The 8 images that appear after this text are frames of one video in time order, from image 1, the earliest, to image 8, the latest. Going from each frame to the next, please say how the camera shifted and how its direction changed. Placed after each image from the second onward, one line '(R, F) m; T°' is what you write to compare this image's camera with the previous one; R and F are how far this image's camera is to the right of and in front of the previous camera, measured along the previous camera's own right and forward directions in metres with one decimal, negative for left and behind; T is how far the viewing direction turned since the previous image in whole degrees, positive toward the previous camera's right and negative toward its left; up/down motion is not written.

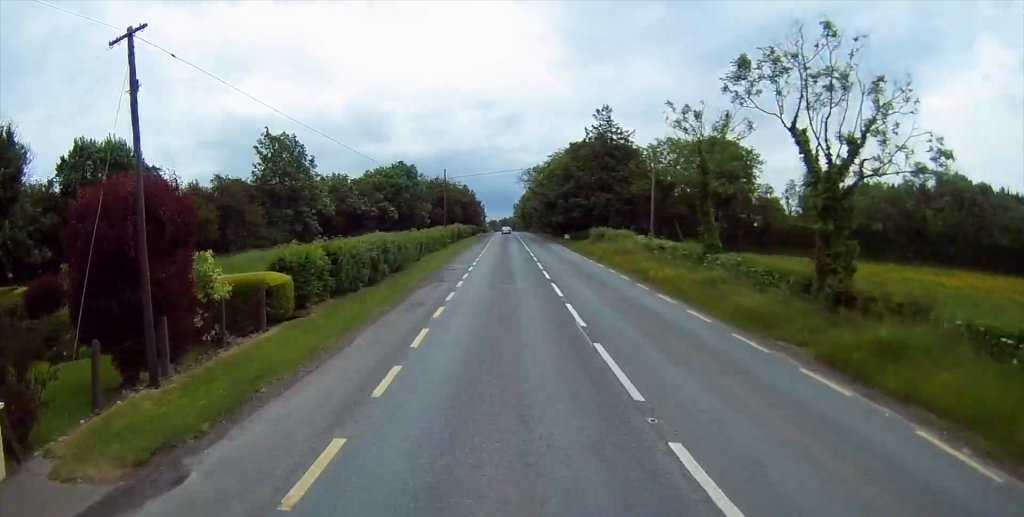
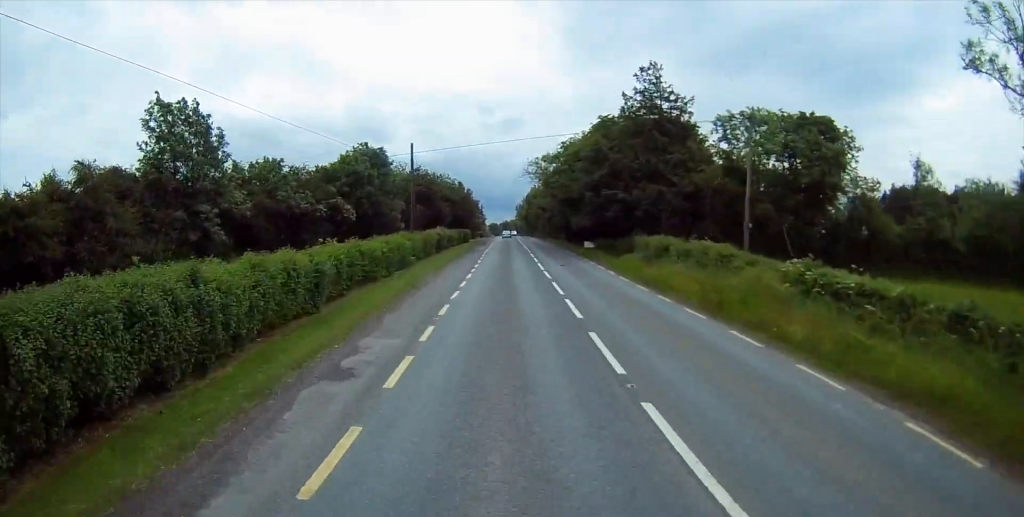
(-0.1, +23.3) m; 0°
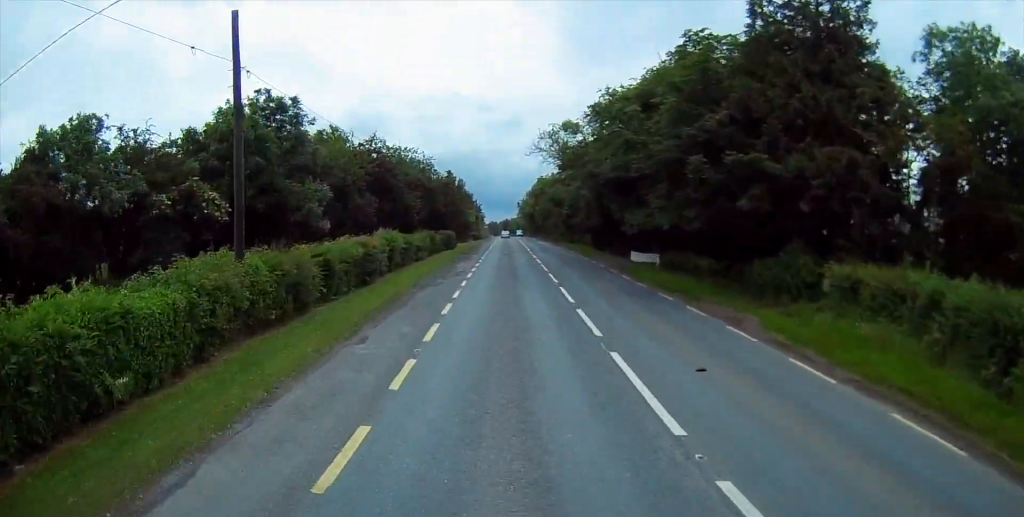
(+0.1, +27.6) m; 0°
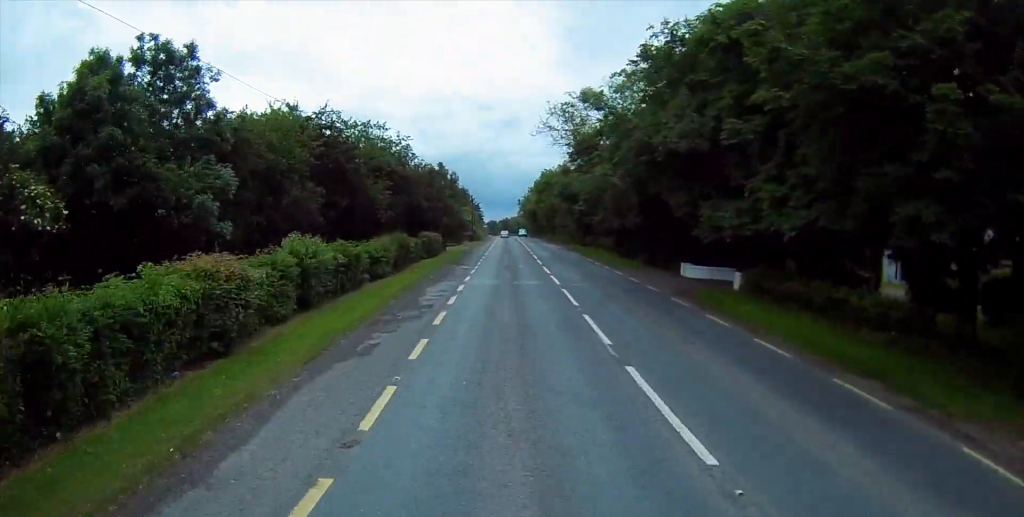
(0.0, +13.7) m; 0°
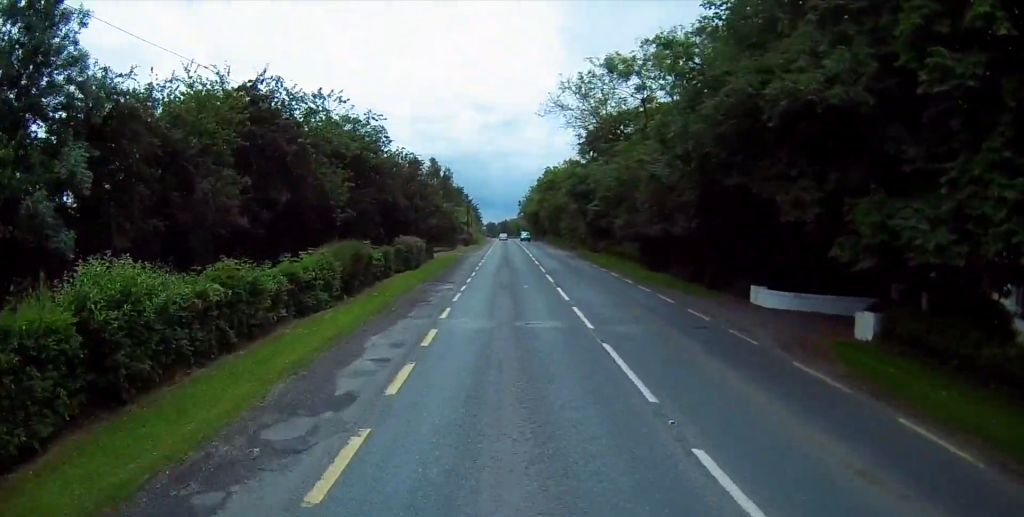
(0.0, +10.0) m; 0°
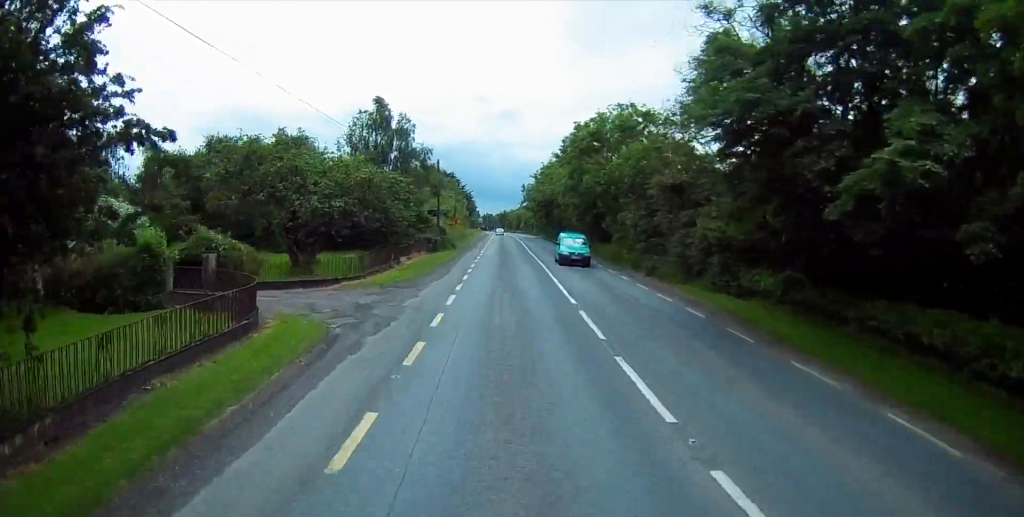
(0.0, +39.2) m; 0°
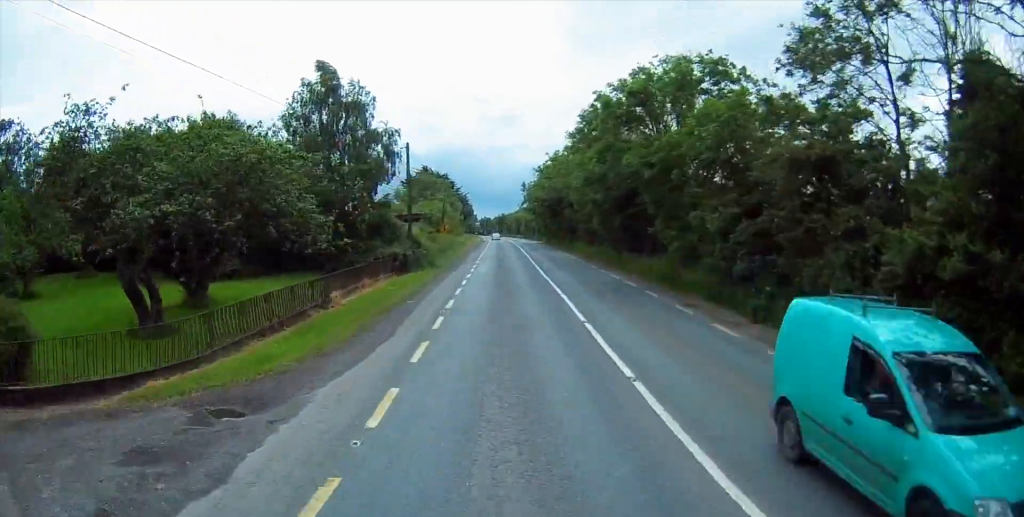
(0.0, +14.8) m; 0°
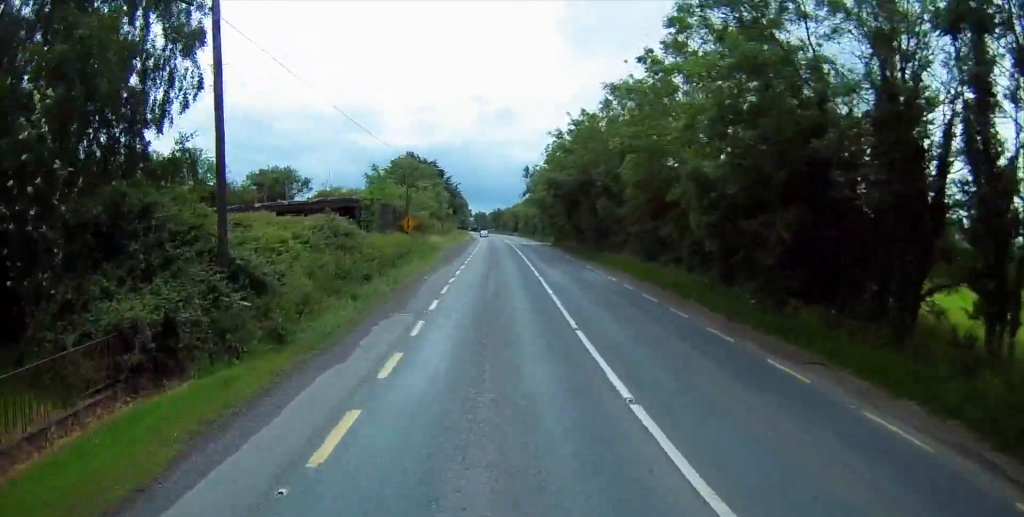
(+0.2, +25.3) m; 0°
